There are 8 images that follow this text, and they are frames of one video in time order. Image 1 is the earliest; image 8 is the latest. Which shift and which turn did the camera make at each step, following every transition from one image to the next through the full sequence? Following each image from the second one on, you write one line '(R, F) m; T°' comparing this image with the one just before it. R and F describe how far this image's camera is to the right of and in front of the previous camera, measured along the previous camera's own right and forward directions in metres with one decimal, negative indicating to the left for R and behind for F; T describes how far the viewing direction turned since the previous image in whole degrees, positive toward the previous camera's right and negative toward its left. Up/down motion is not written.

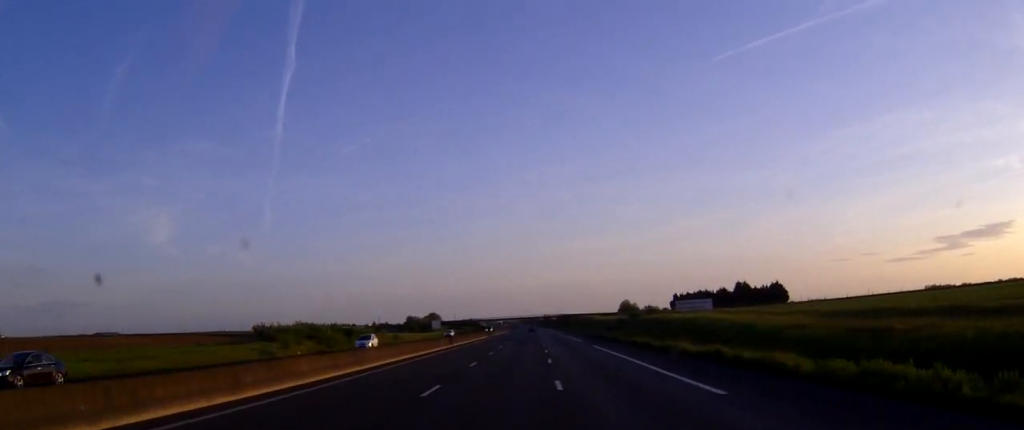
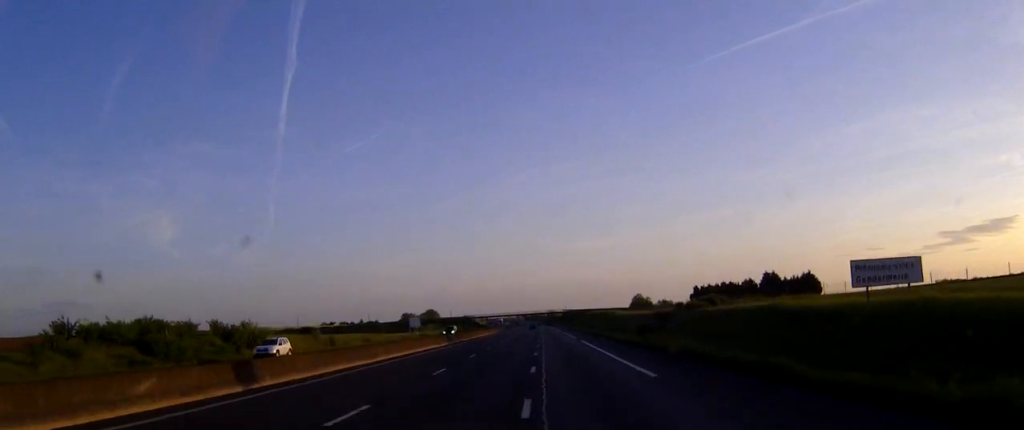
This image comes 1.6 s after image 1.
(-0.1, +45.9) m; 0°
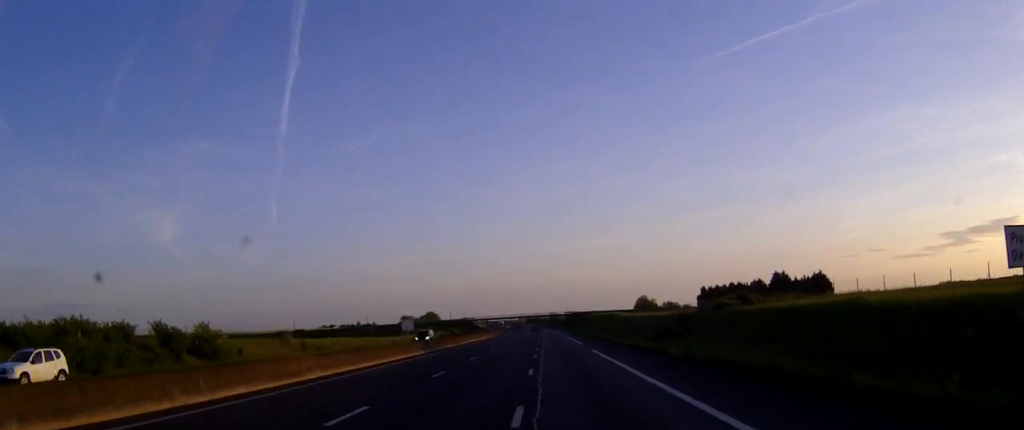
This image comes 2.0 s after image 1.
(0.0, +12.8) m; 0°
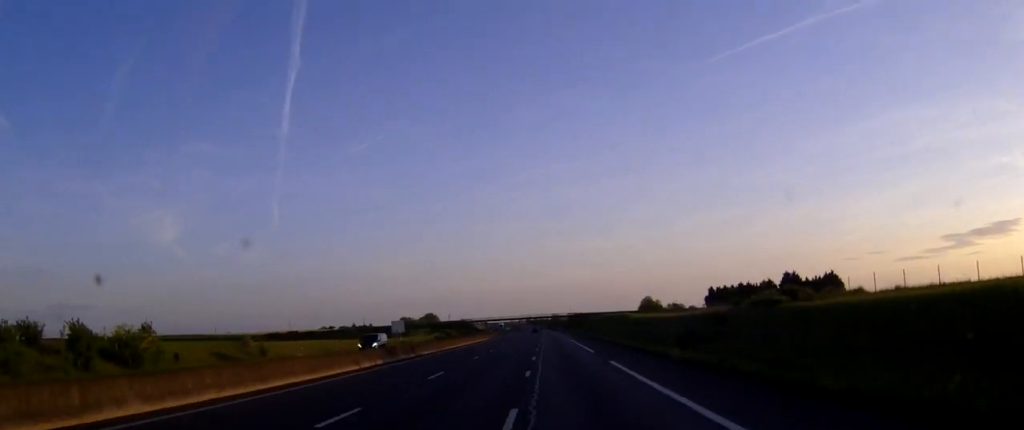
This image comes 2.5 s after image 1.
(0.0, +13.7) m; 0°
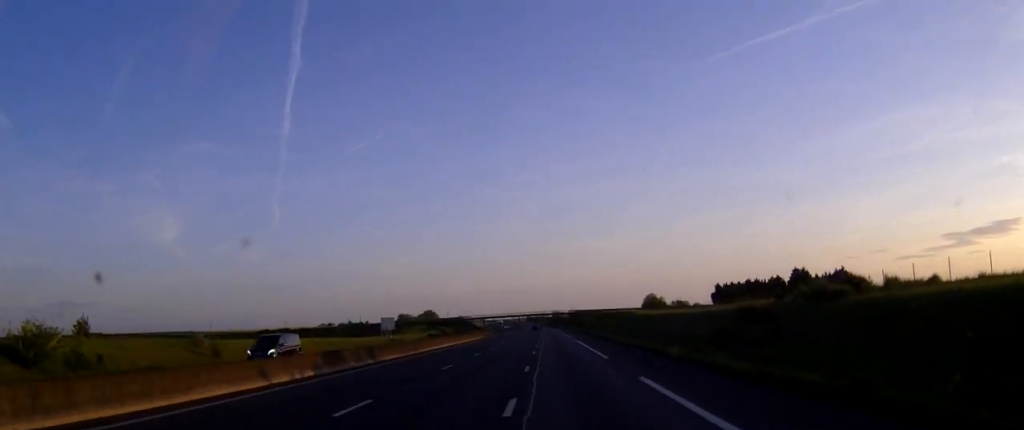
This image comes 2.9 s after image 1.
(0.0, +11.8) m; 0°
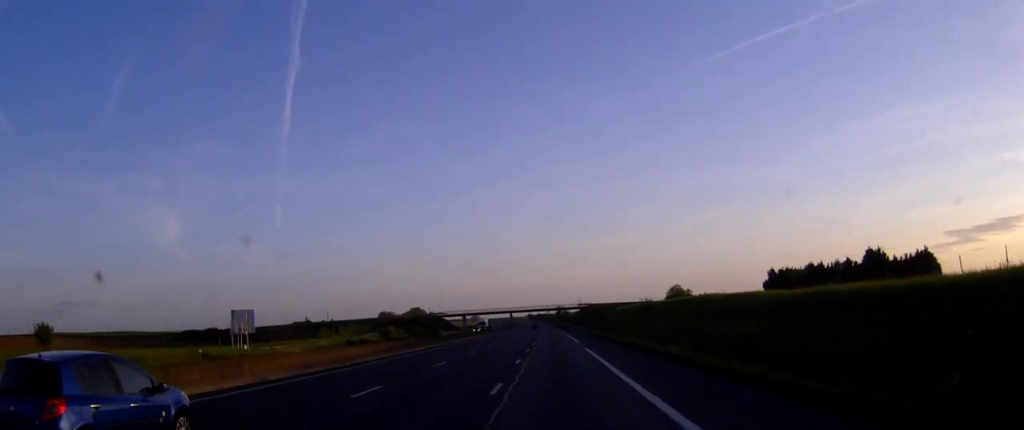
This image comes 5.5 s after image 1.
(-0.3, +78.6) m; 0°
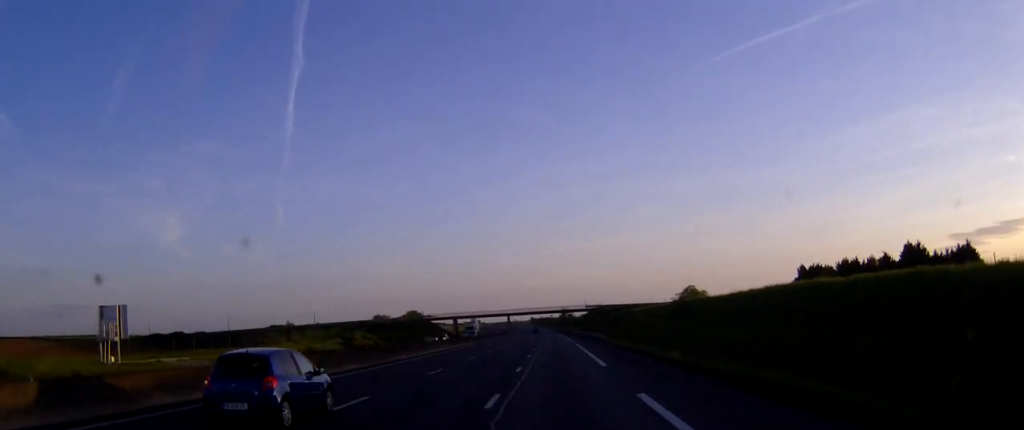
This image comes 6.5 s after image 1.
(-0.1, +28.5) m; 0°
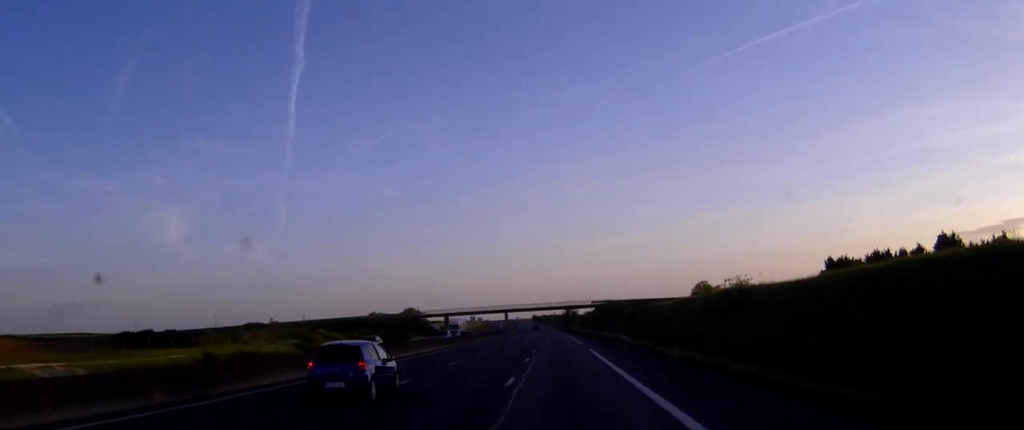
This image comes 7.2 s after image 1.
(-0.1, +21.6) m; 0°
